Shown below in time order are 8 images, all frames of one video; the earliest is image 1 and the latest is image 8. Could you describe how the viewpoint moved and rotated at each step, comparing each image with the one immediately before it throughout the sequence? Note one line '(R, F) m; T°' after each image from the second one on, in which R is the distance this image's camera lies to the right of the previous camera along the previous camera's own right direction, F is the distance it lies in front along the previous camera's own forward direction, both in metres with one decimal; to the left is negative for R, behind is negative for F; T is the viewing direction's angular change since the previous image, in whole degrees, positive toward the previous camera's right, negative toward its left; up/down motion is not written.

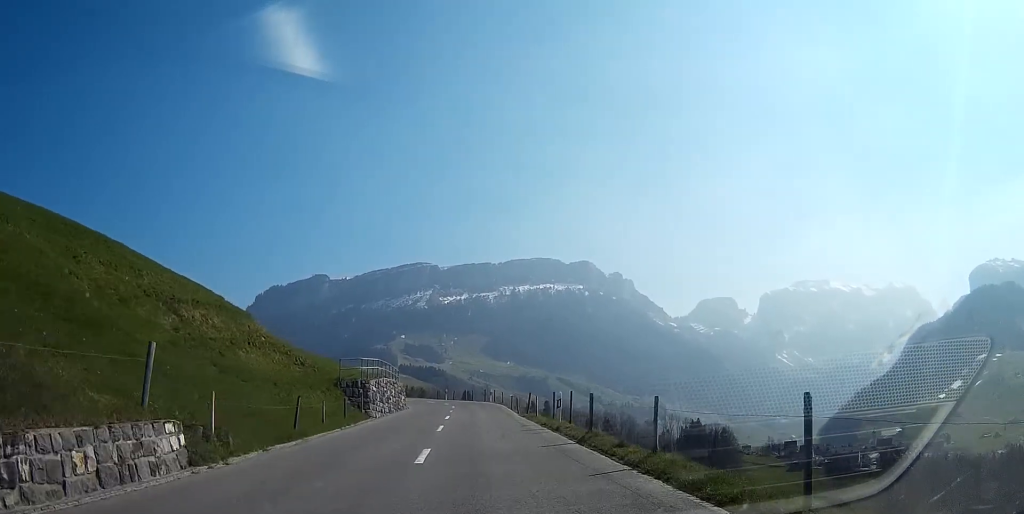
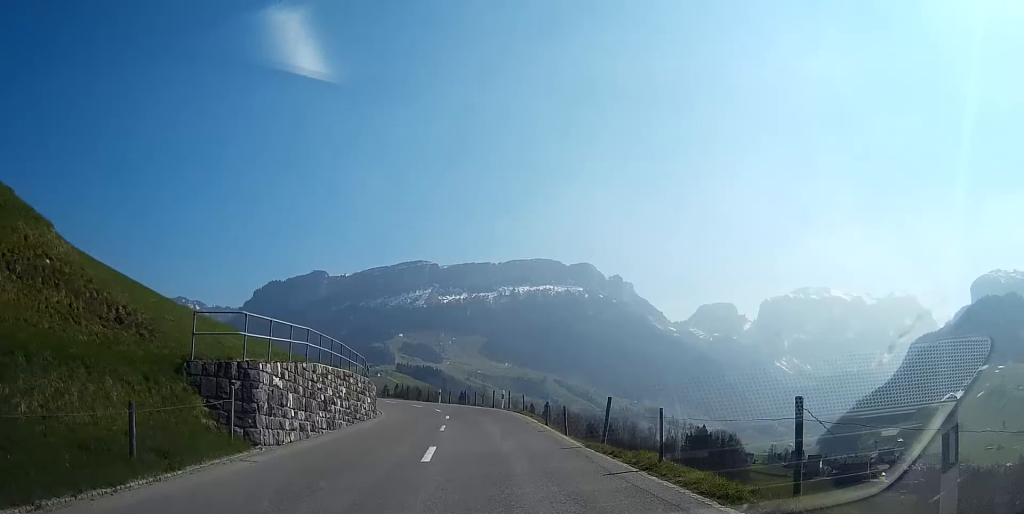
(+0.1, +17.7) m; +1°
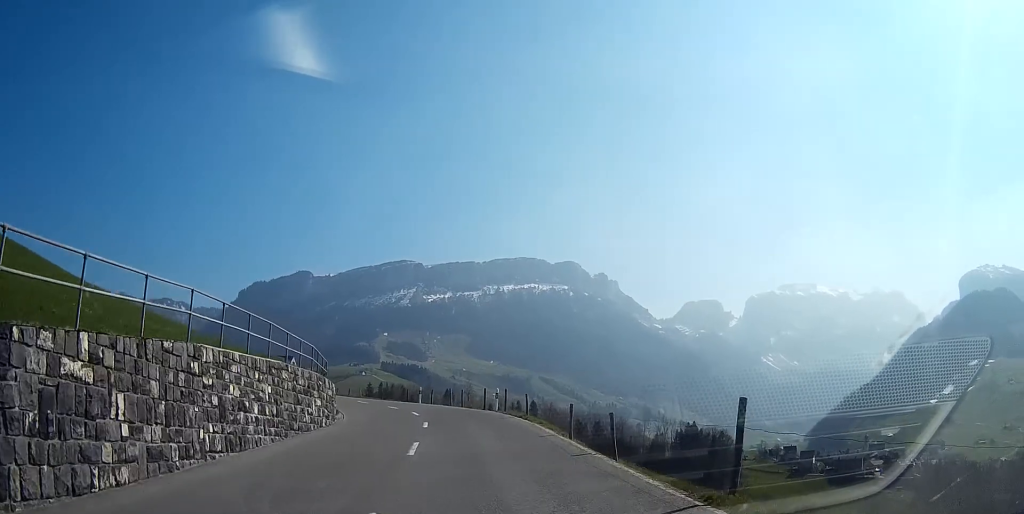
(0.0, +8.4) m; 0°
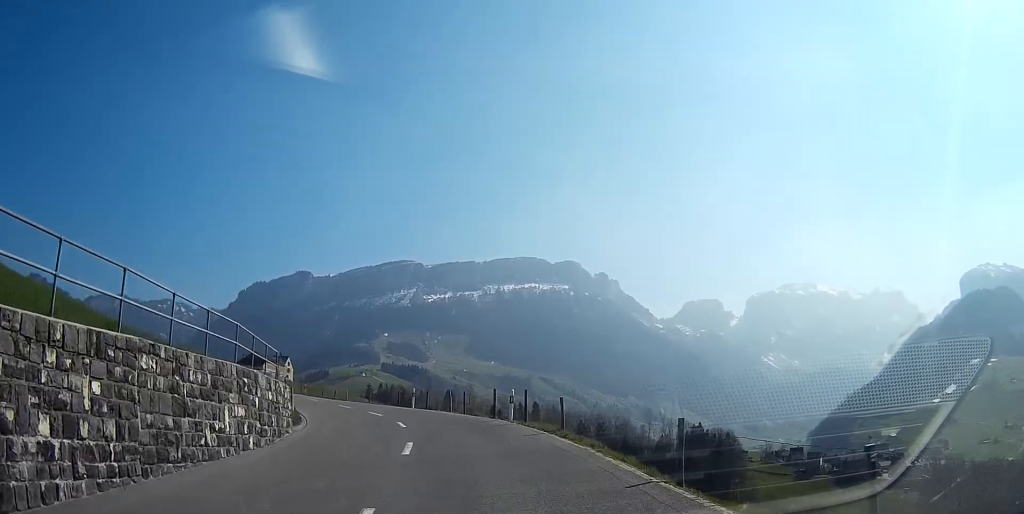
(+0.1, +8.6) m; 0°
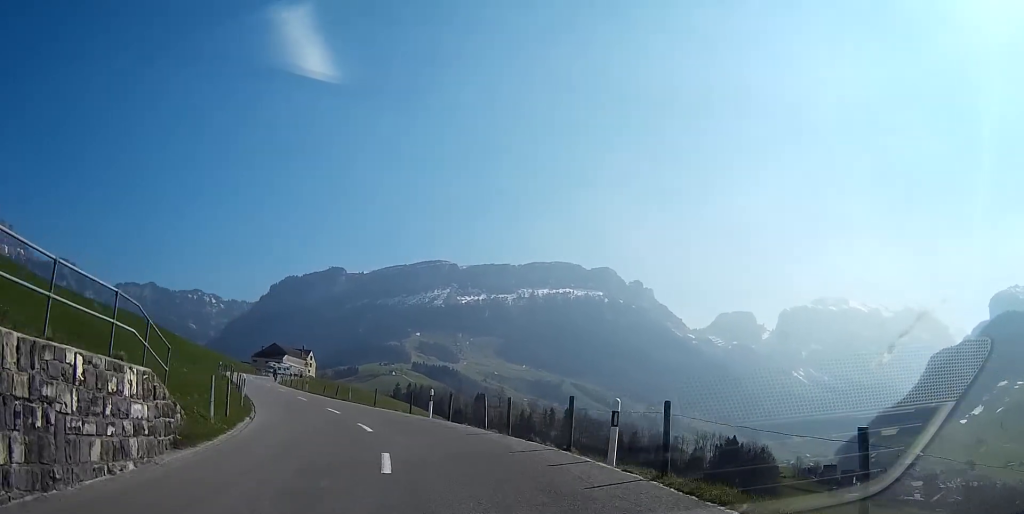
(-0.2, +12.2) m; -3°
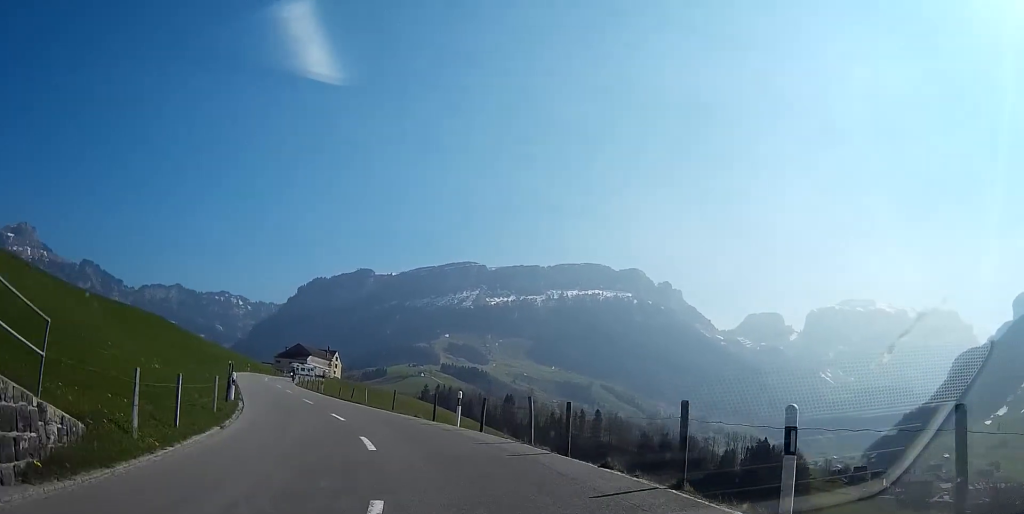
(-0.2, +5.4) m; -3°
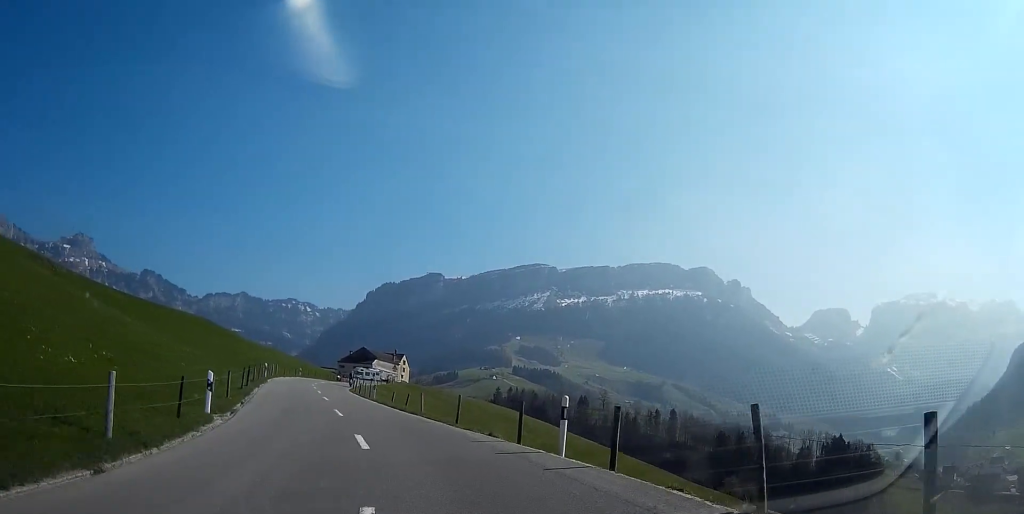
(-0.3, +9.2) m; -5°
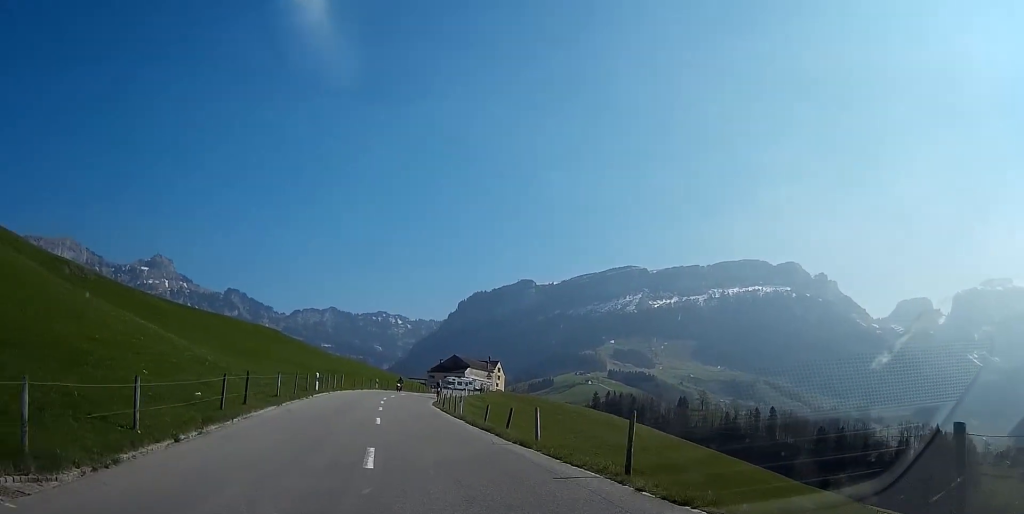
(-0.8, +12.3) m; -6°
